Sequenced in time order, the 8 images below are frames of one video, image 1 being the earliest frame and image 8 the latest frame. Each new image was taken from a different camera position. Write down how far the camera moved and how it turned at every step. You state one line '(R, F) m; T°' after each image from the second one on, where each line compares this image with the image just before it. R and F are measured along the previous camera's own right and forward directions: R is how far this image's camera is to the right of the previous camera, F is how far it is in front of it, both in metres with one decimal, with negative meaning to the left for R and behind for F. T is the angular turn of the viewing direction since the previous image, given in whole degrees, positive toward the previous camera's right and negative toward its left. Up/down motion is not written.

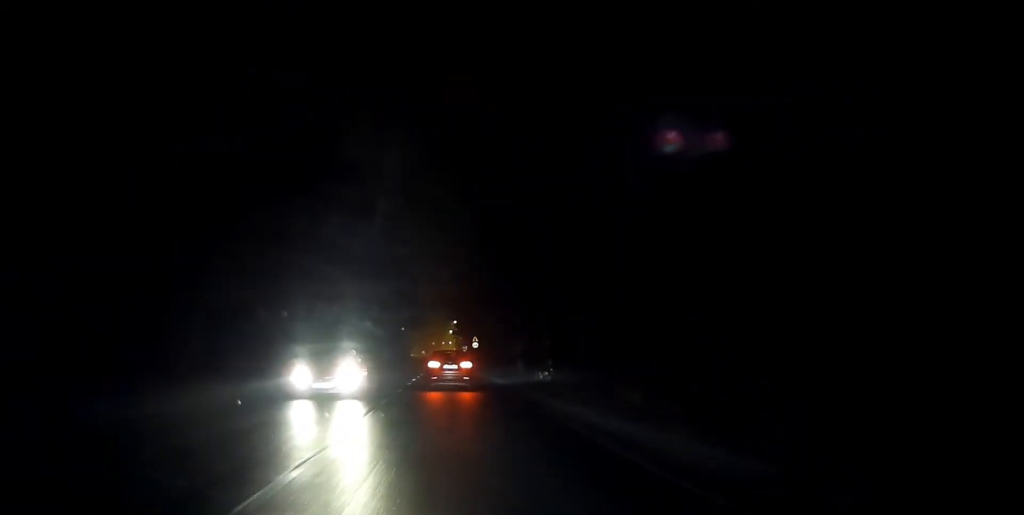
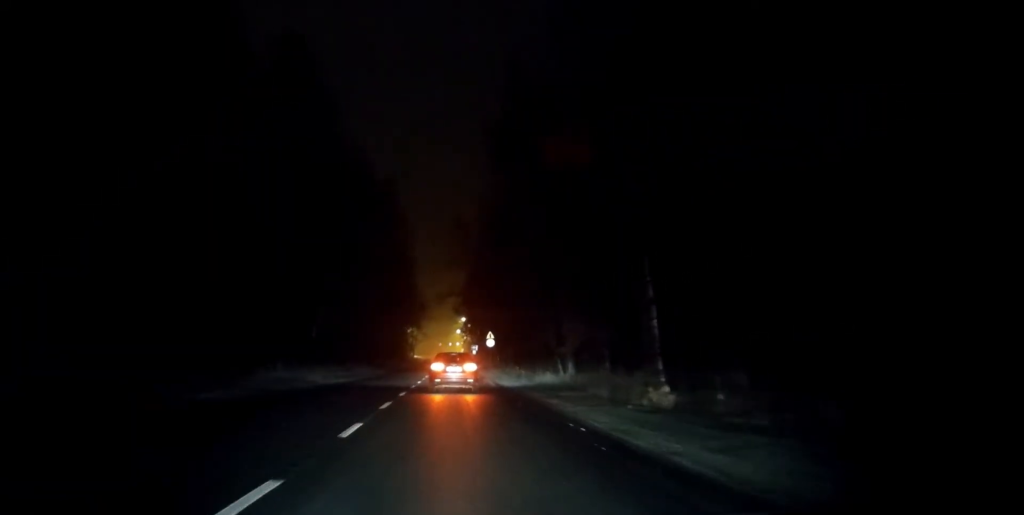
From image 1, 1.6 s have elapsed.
(+0.2, +18.9) m; +1°
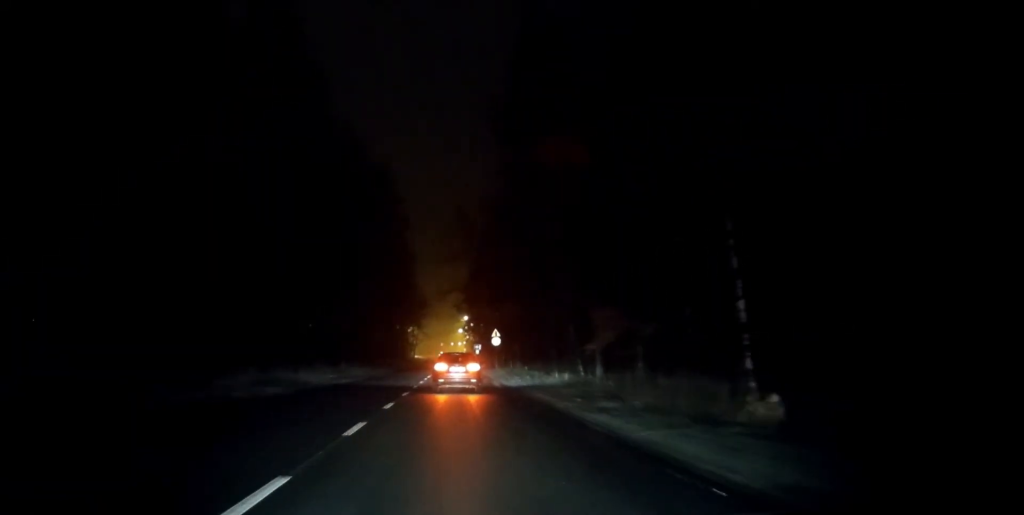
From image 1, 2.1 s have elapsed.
(0.0, +5.5) m; 0°
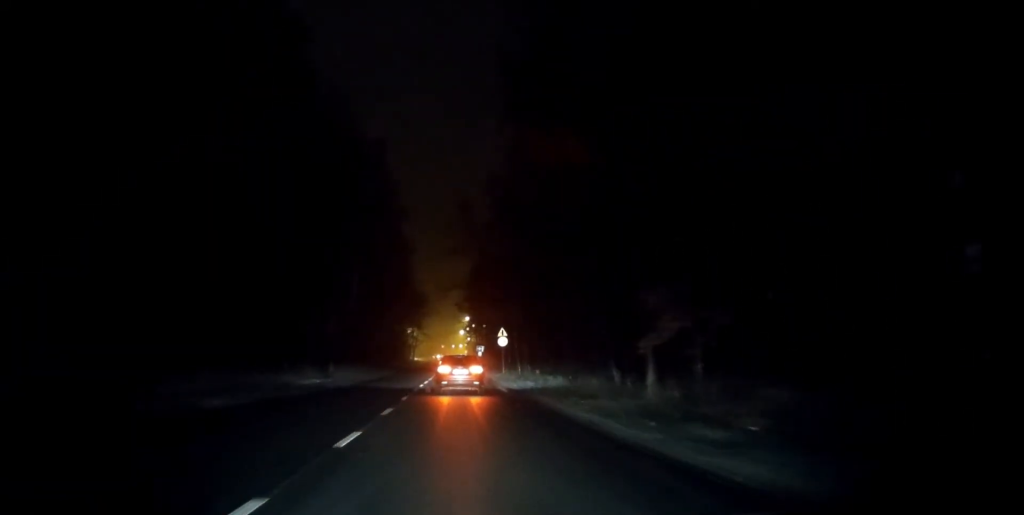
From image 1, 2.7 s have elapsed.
(0.0, +7.1) m; 0°
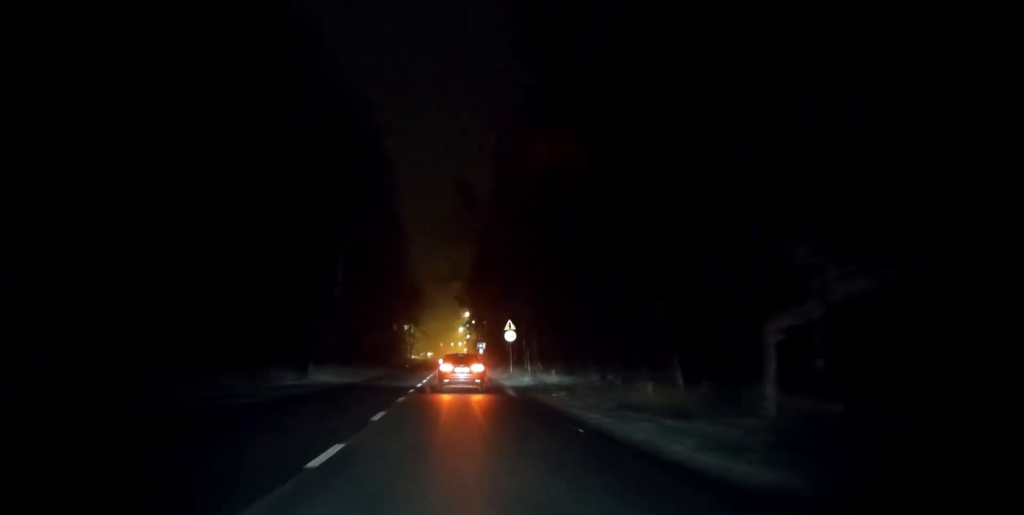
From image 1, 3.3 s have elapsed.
(0.0, +7.9) m; 0°
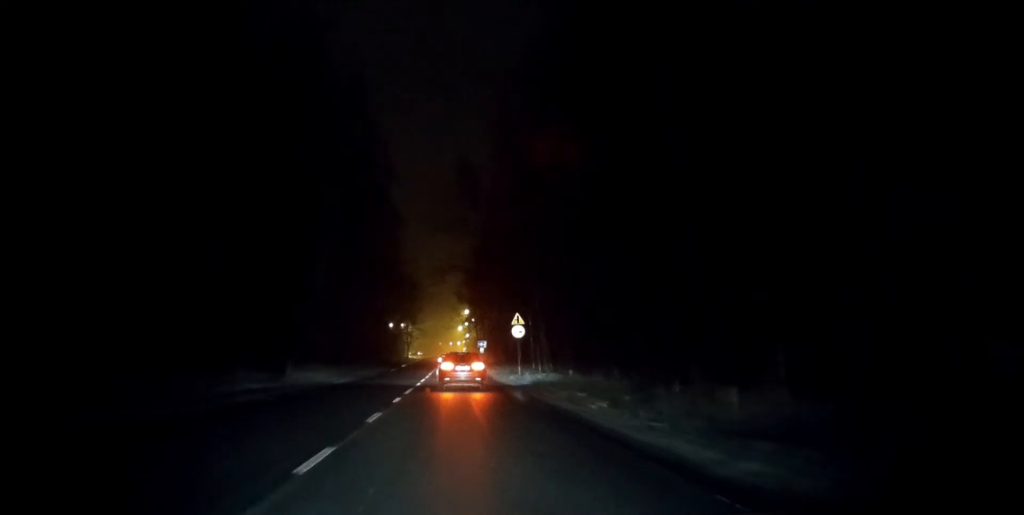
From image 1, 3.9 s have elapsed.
(0.0, +6.3) m; 0°
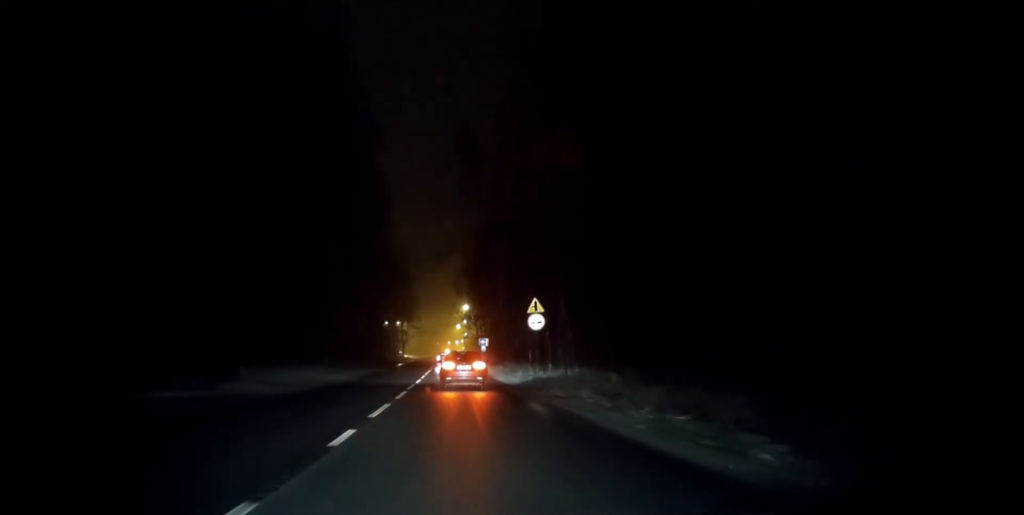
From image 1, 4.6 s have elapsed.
(0.0, +9.2) m; 0°
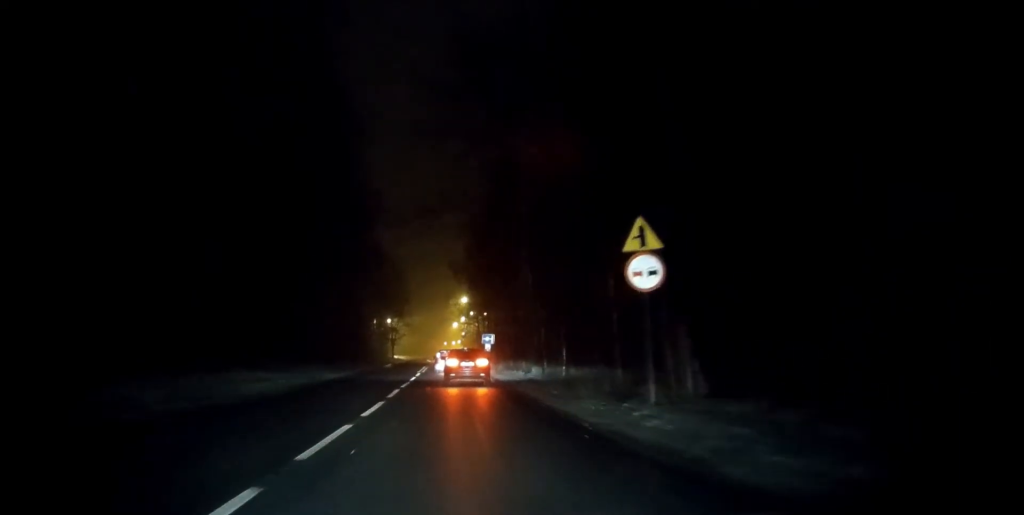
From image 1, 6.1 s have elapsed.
(+0.2, +18.4) m; +1°
